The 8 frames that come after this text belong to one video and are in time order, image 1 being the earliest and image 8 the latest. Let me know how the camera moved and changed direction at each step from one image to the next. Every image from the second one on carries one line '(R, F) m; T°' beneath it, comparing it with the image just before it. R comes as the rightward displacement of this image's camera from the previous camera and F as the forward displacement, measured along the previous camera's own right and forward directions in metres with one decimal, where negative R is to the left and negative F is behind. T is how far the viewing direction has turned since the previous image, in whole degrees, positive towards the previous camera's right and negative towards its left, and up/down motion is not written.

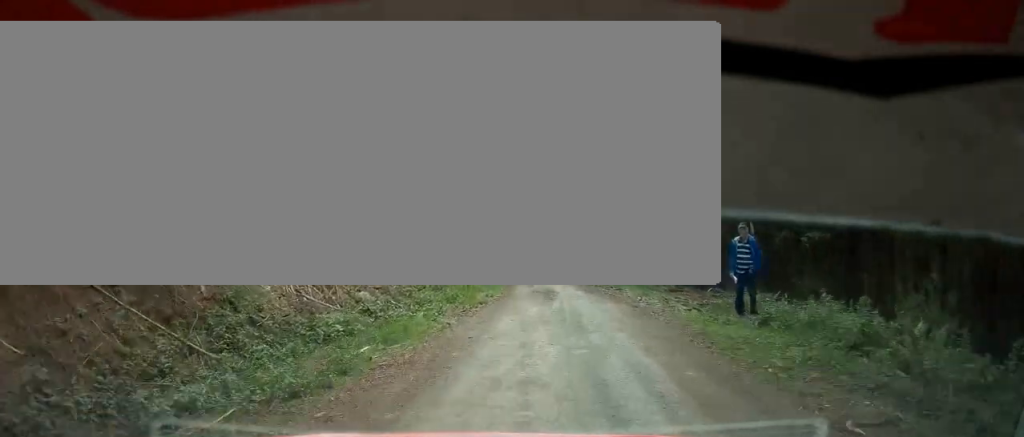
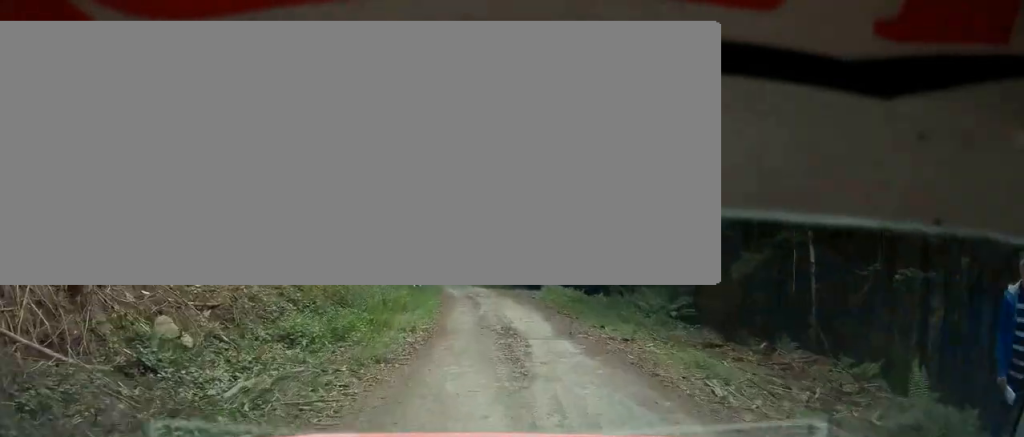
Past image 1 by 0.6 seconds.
(-0.1, +8.3) m; 0°
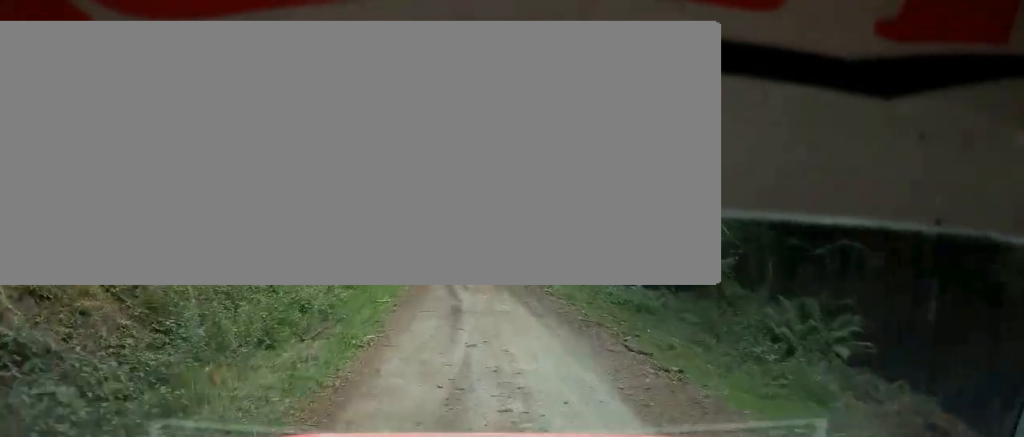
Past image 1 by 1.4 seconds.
(-0.2, +10.5) m; 0°
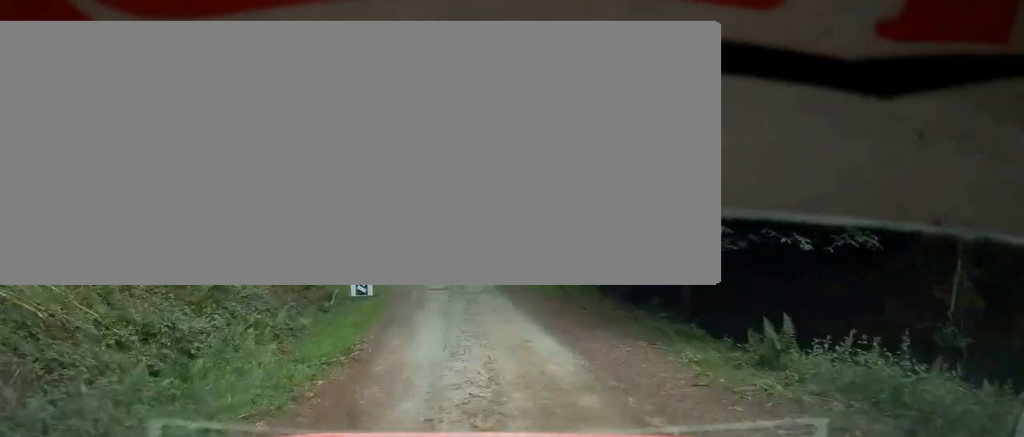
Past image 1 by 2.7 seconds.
(0.0, +16.7) m; -3°
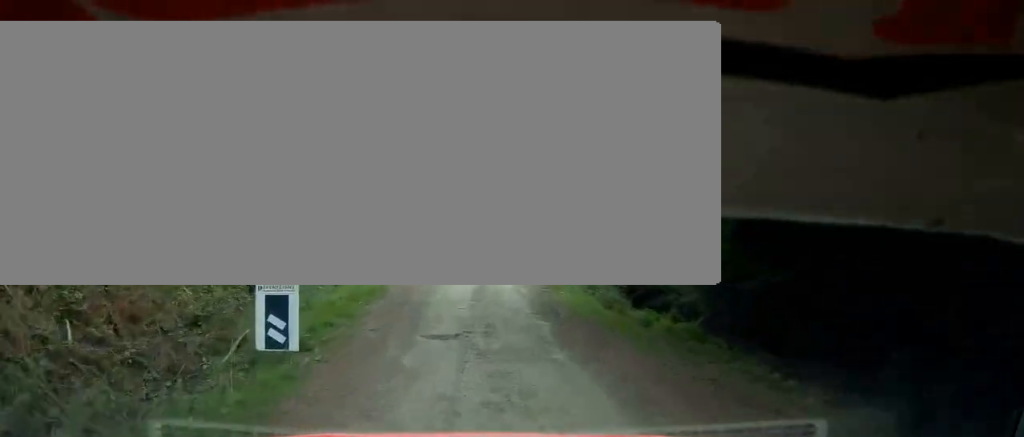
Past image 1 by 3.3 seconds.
(-0.3, +8.5) m; -1°
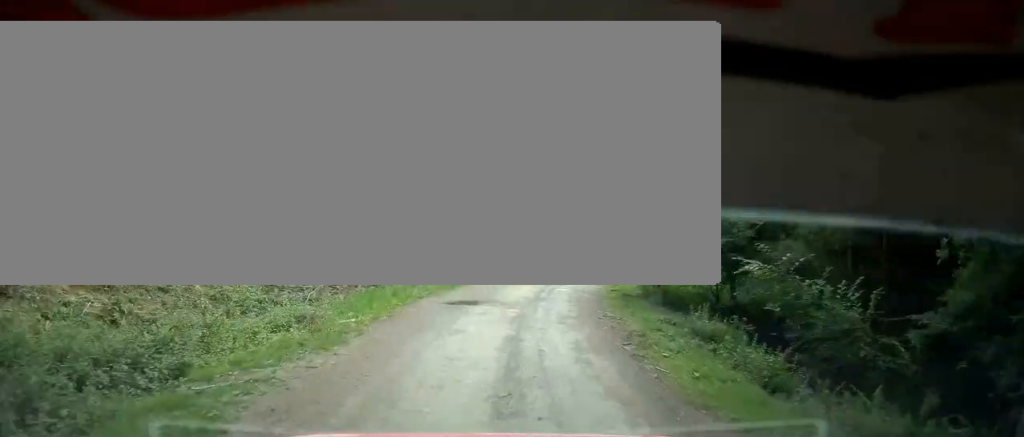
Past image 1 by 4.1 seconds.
(-0.1, +9.7) m; +2°
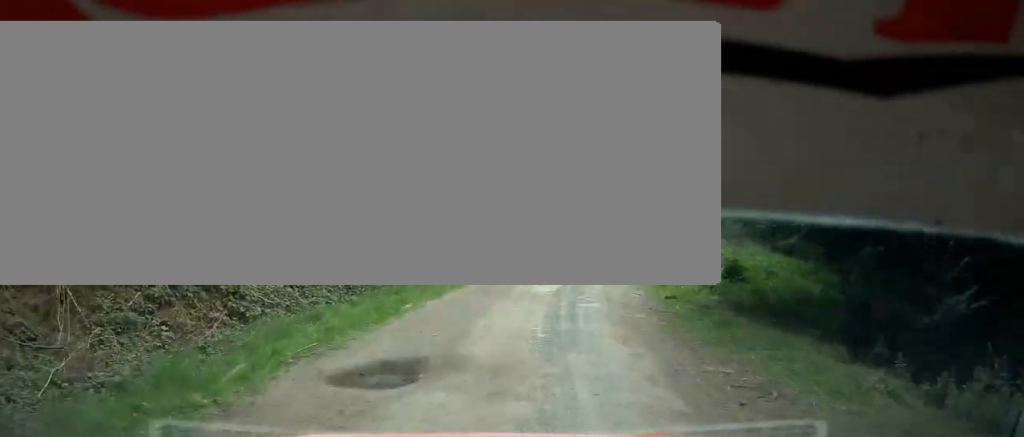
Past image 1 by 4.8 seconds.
(+0.4, +8.7) m; +5°
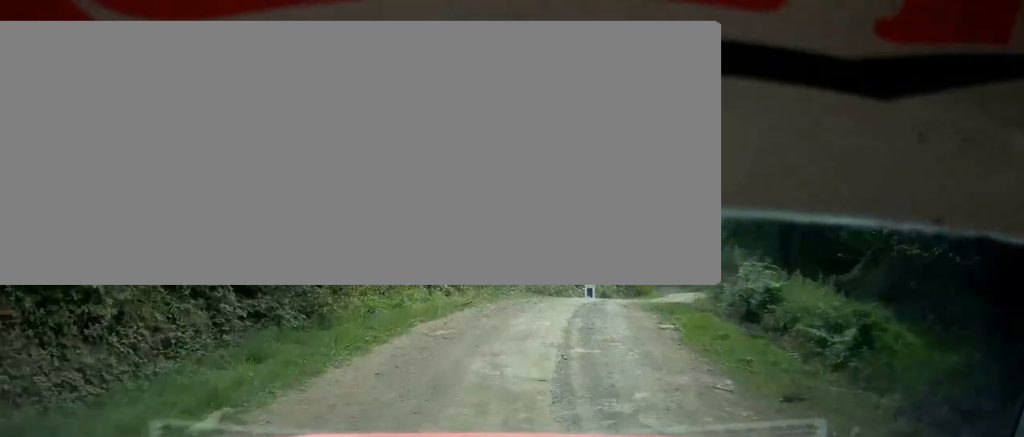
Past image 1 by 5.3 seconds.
(+0.1, +6.5) m; +4°
